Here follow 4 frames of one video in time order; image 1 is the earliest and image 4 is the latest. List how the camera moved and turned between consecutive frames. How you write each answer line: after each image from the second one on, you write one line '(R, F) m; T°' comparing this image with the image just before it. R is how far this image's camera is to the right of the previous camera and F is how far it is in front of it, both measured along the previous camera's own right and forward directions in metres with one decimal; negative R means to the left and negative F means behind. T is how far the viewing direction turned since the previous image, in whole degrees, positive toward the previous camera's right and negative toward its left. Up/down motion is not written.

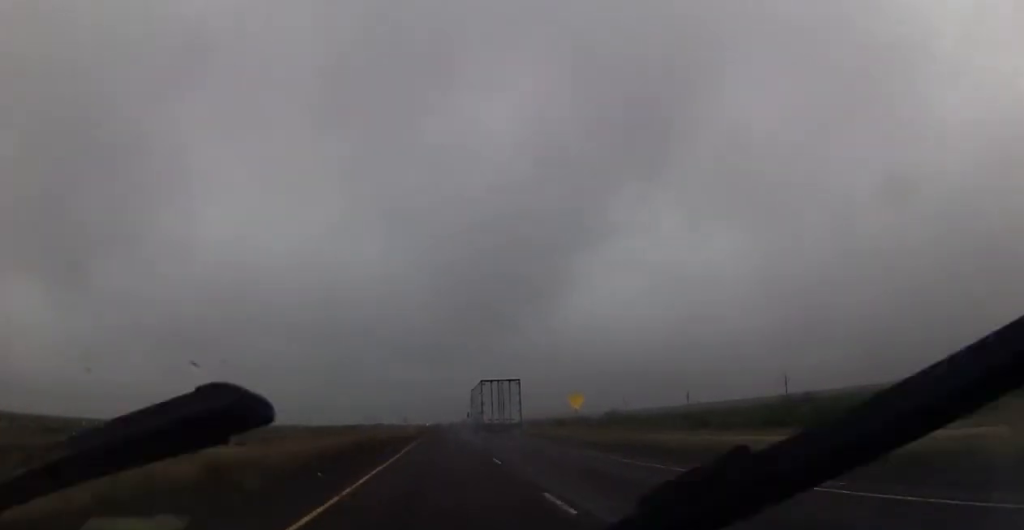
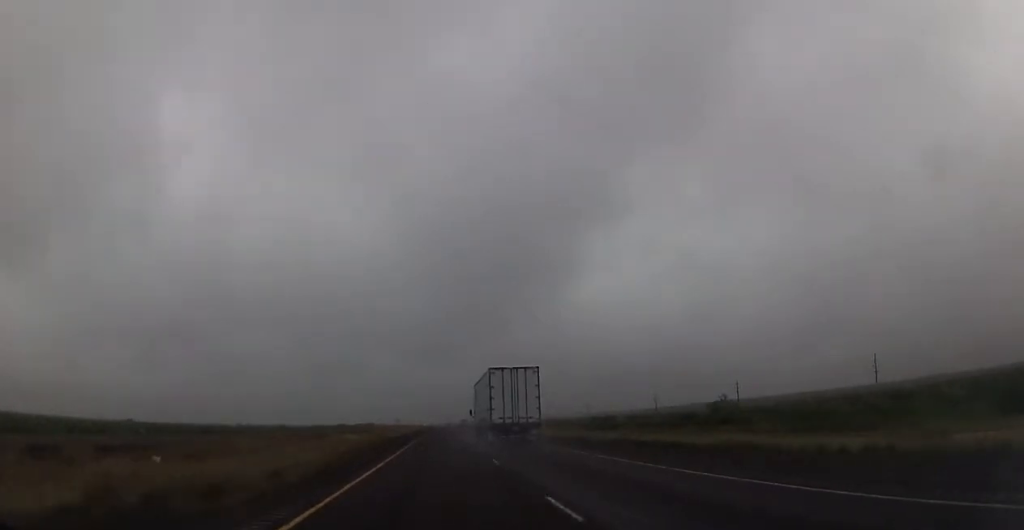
(-0.2, +61.9) m; 0°
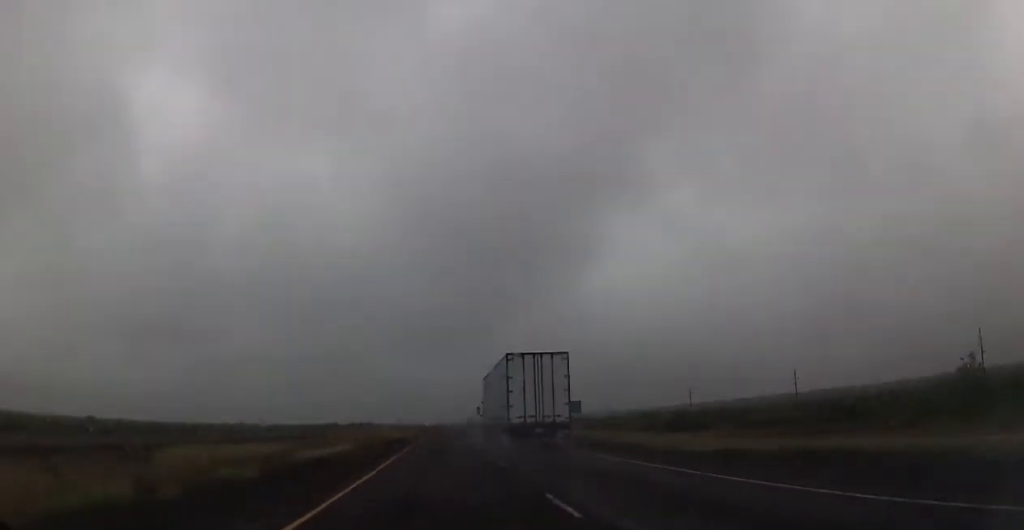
(+0.7, +48.6) m; +1°
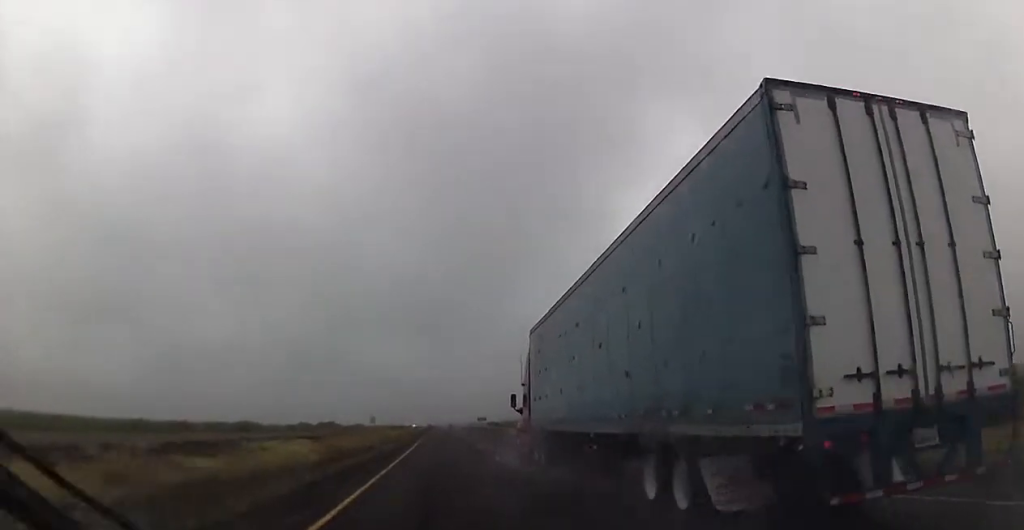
(-2.1, +152.8) m; -1°
